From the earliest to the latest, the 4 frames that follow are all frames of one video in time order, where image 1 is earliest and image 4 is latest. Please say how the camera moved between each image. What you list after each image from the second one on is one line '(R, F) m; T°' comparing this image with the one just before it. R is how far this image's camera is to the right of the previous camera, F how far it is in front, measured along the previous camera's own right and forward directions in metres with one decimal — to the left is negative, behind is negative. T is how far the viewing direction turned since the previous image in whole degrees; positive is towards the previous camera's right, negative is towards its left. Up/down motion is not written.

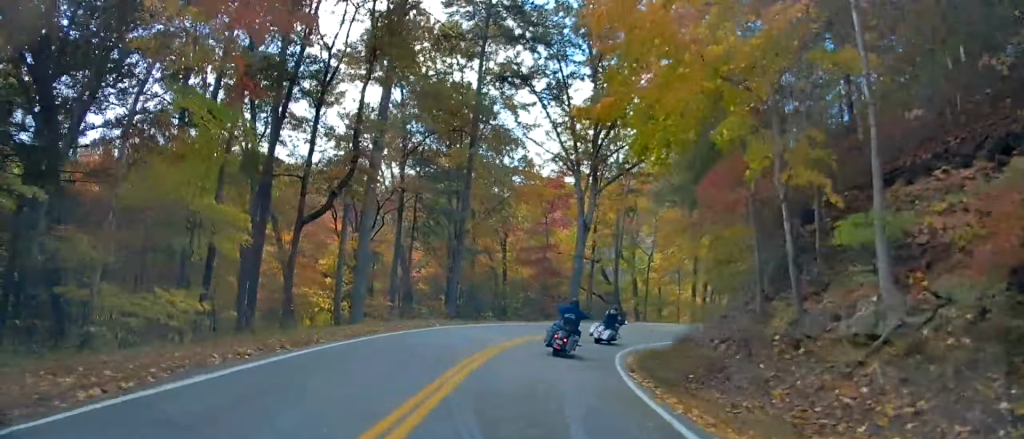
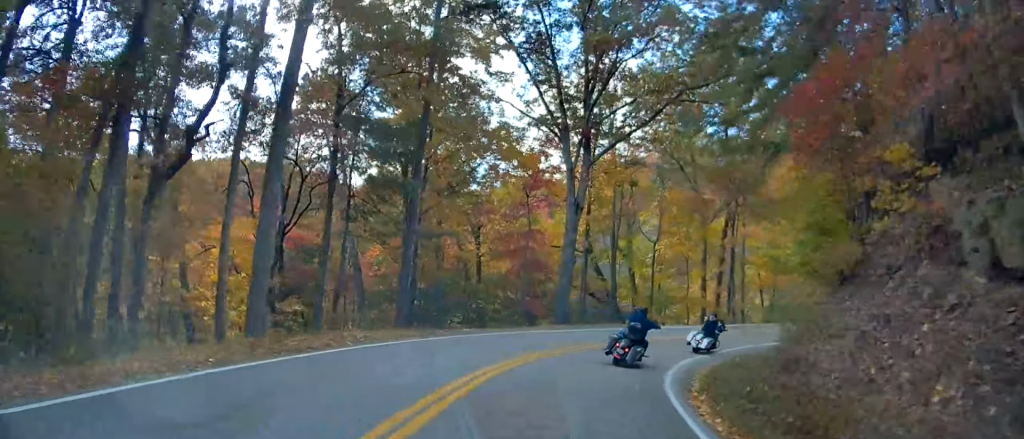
(0.0, +9.4) m; +3°
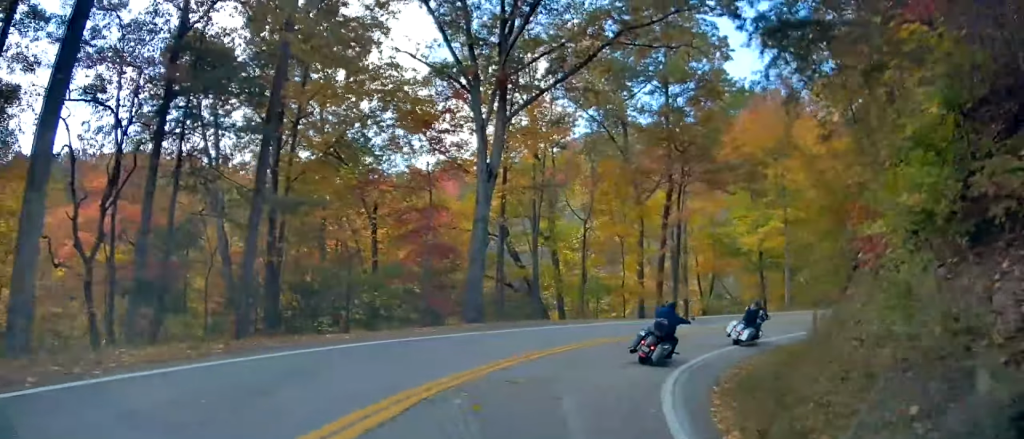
(0.0, +7.6) m; +5°
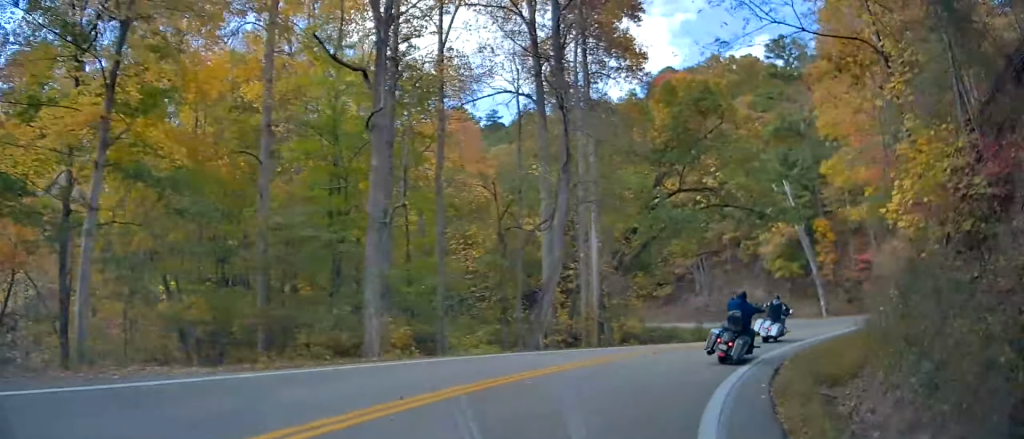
(+10.6, +28.1) m; +45°
